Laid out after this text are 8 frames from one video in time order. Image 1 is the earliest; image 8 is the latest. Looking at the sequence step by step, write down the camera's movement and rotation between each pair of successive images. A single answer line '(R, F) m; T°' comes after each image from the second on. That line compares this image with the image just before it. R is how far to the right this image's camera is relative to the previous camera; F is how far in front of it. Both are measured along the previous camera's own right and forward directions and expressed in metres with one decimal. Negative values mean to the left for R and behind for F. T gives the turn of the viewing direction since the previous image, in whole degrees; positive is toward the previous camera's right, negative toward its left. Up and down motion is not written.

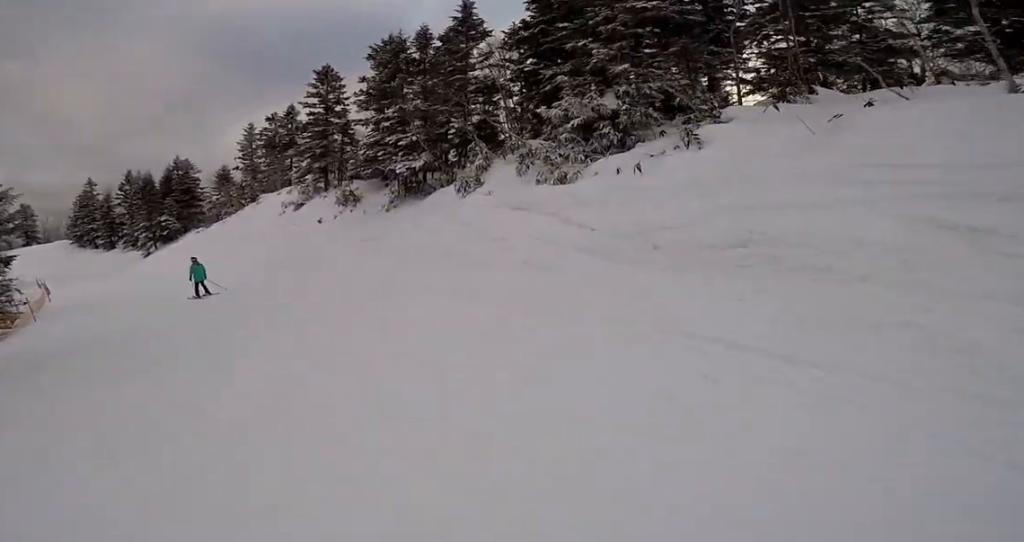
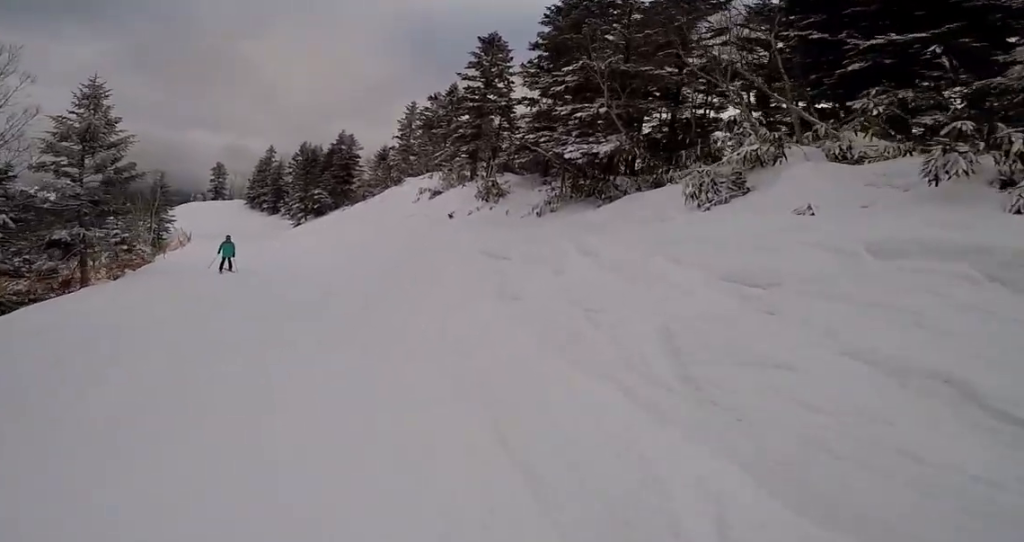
(-0.9, +5.7) m; -15°
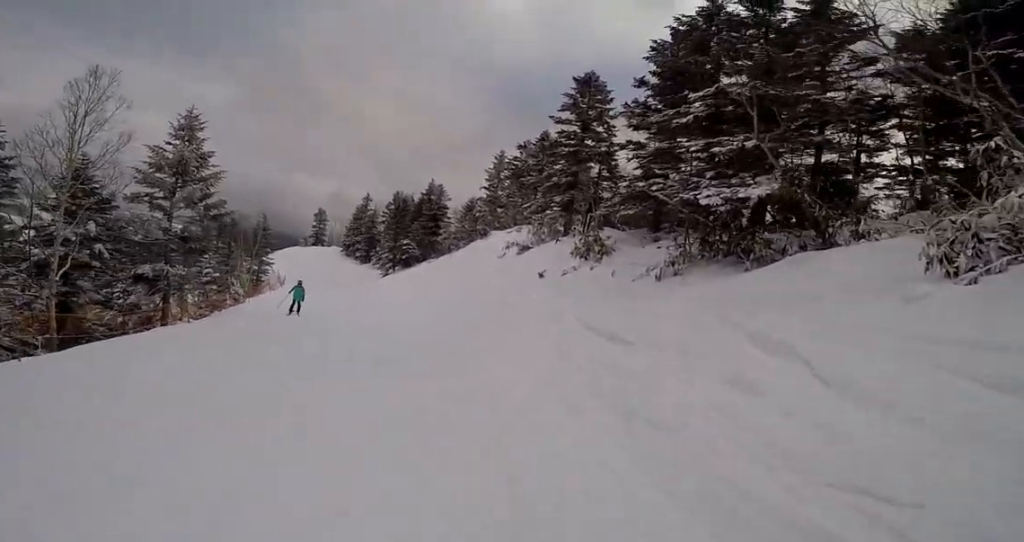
(-0.1, +2.2) m; -4°
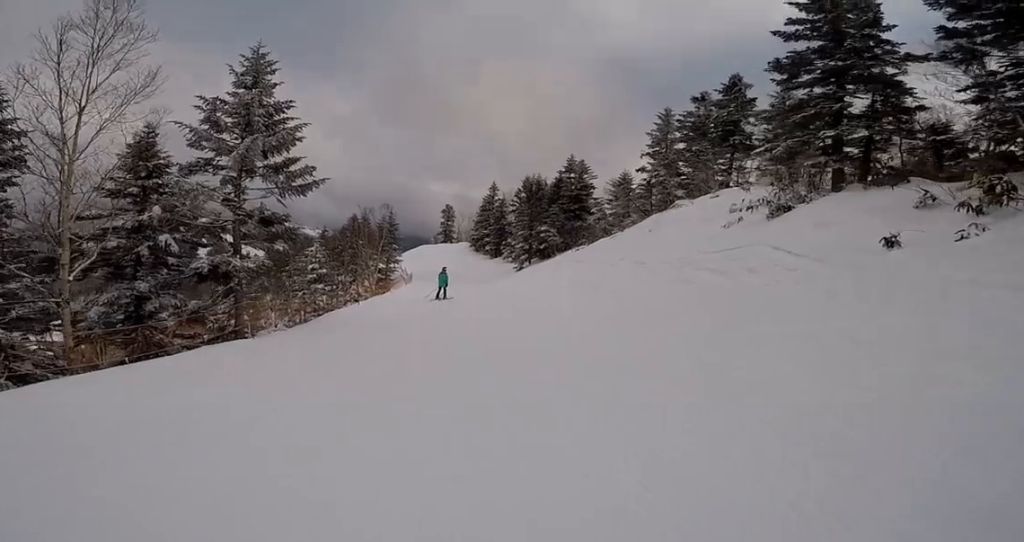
(+0.3, +6.7) m; +9°
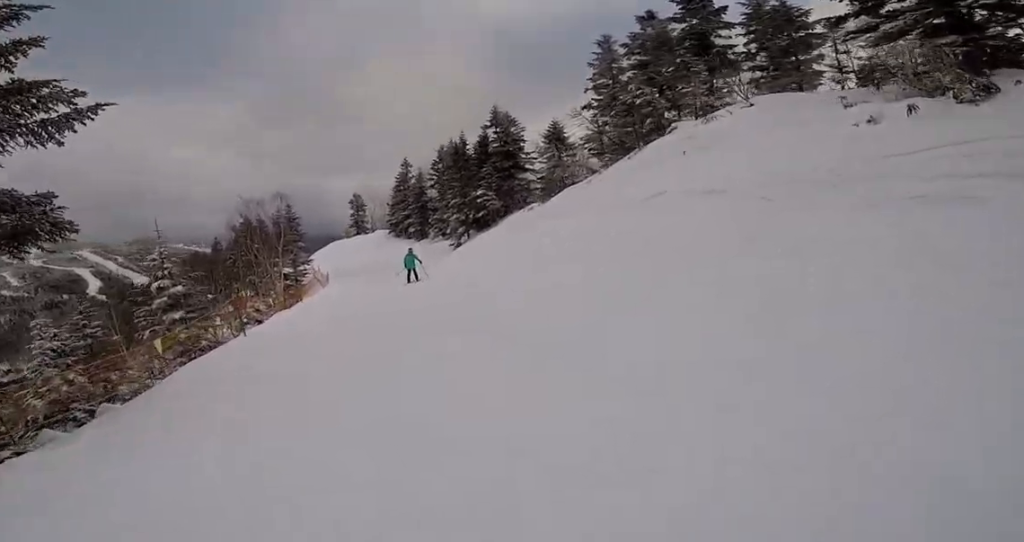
(+0.4, +6.1) m; -4°
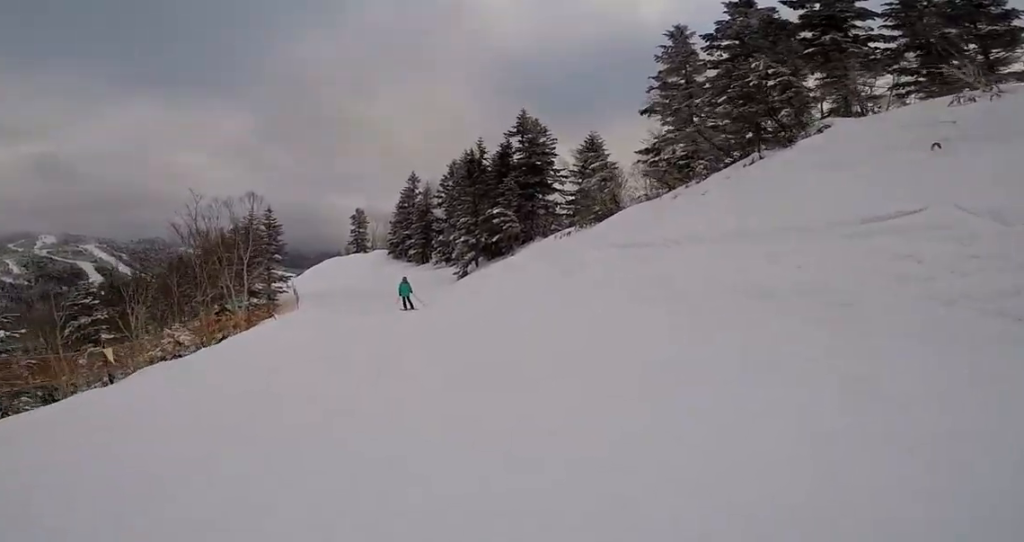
(-0.7, +5.9) m; -8°
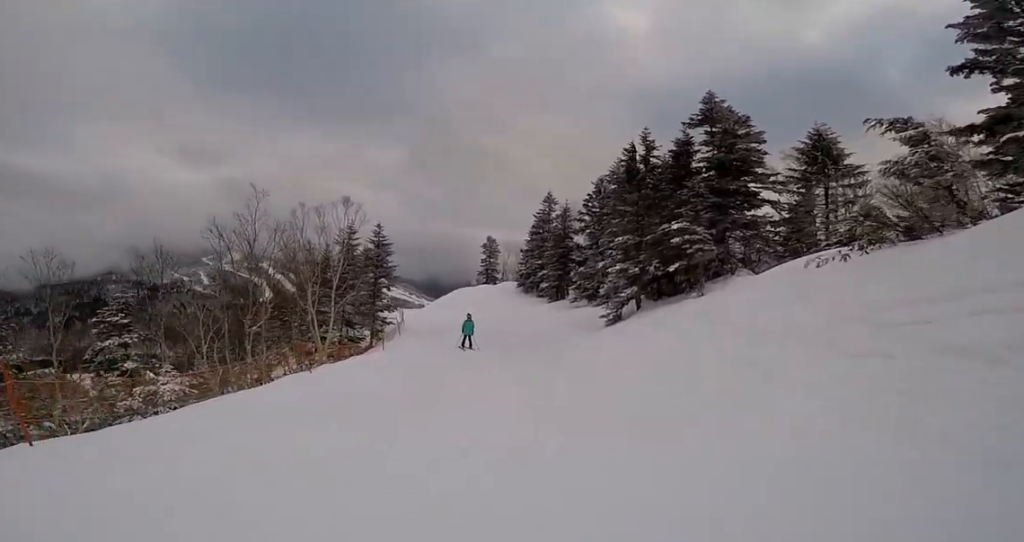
(-0.1, +7.7) m; -1°
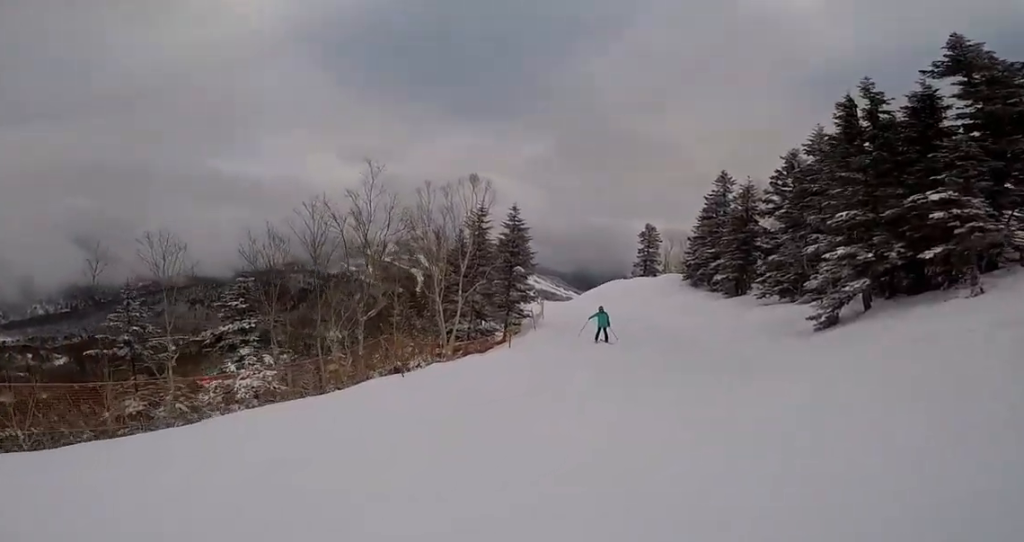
(0.0, +2.9) m; 0°
